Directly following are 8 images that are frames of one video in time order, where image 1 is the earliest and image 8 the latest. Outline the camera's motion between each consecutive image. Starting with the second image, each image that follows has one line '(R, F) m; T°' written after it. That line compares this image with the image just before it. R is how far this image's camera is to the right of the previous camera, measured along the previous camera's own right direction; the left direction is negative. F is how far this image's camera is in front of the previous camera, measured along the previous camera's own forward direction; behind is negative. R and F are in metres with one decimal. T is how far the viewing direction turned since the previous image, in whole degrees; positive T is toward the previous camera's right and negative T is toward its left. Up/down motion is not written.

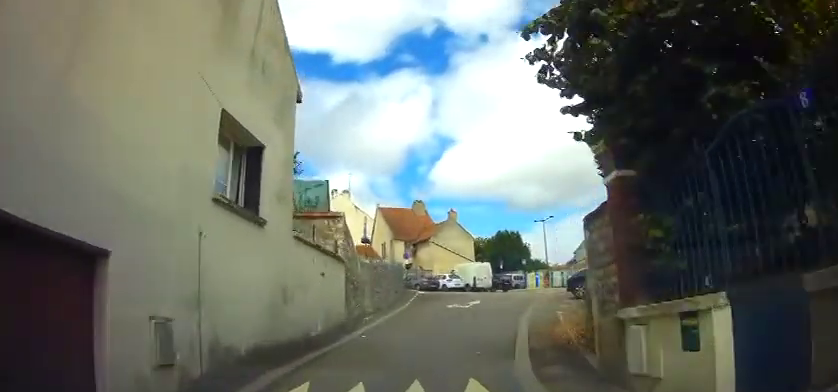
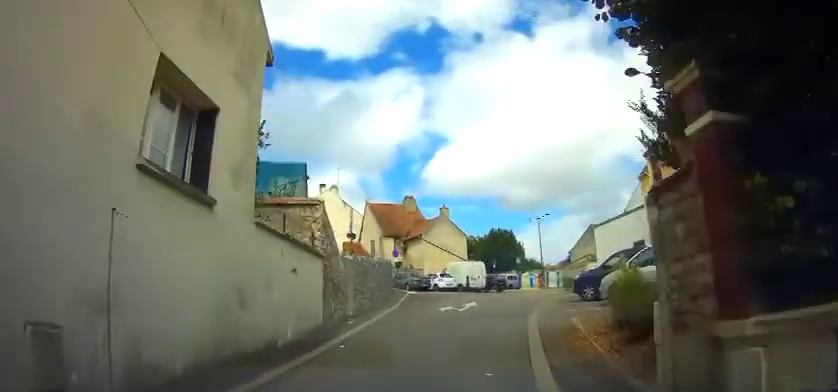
(0.0, +2.0) m; 0°
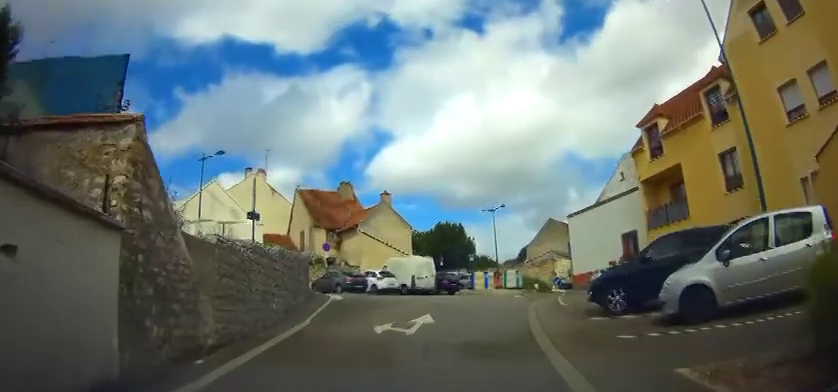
(0.0, +6.3) m; 0°
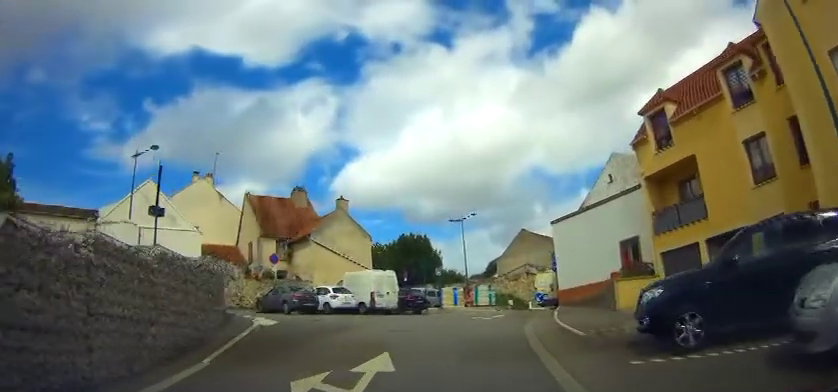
(0.0, +3.1) m; +4°
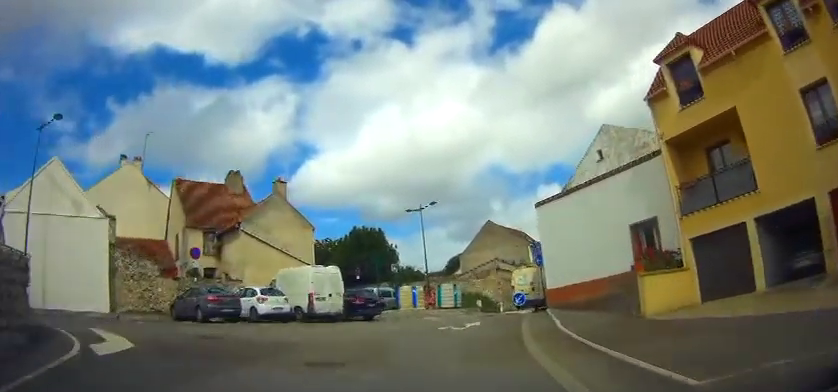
(+0.3, +4.0) m; +10°
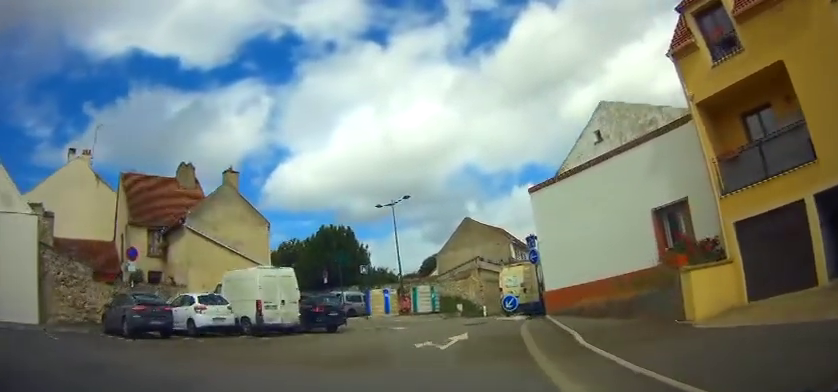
(+0.2, +3.8) m; +4°
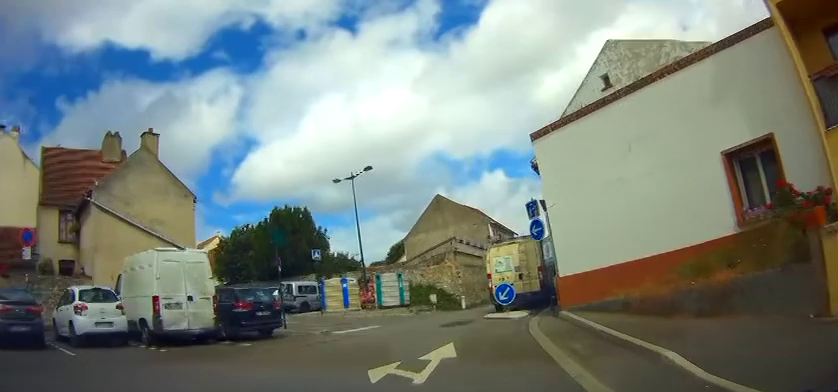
(+0.1, +6.1) m; +1°
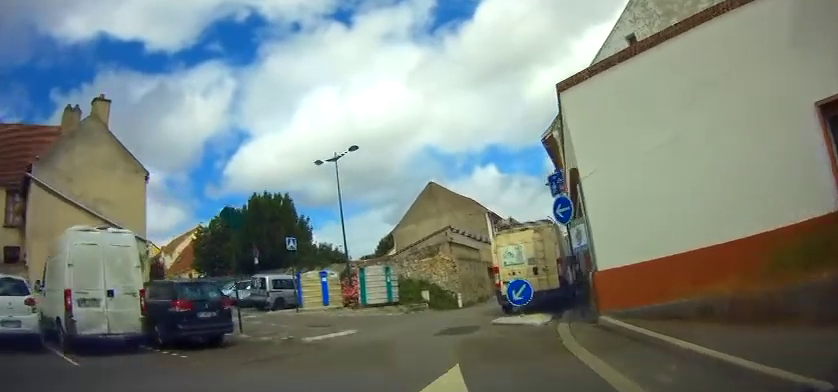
(0.0, +3.6) m; 0°
